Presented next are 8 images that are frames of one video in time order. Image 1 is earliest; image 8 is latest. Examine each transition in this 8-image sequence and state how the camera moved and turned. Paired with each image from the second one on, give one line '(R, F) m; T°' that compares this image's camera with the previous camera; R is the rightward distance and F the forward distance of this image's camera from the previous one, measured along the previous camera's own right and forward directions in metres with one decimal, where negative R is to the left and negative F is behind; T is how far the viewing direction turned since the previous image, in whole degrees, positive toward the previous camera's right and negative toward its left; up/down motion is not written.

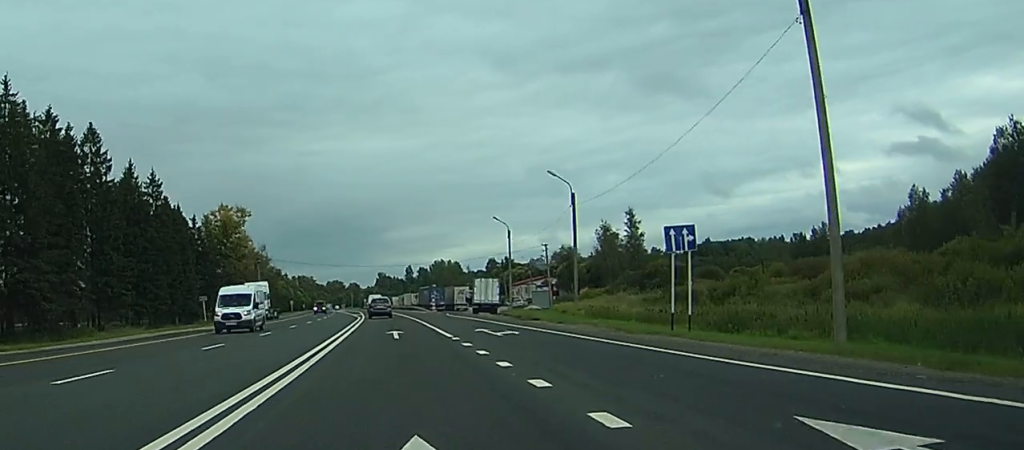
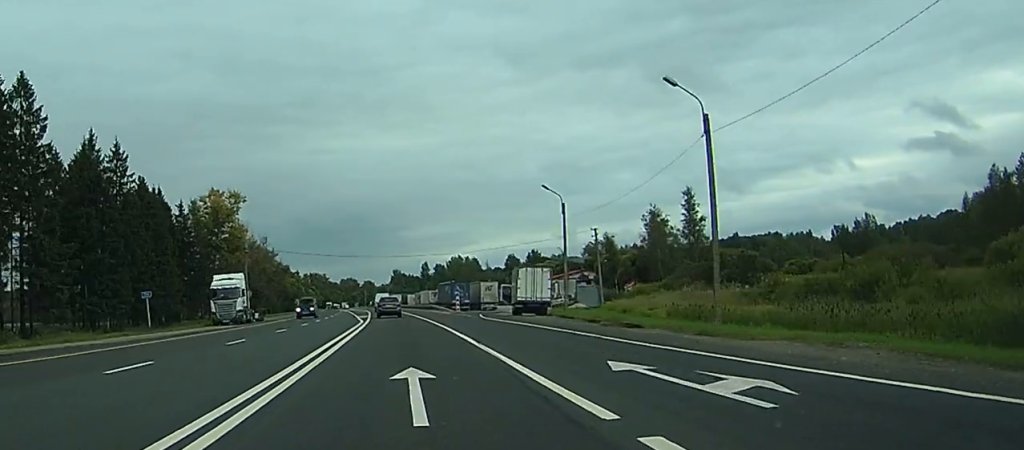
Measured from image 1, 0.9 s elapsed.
(-0.2, +21.7) m; -1°
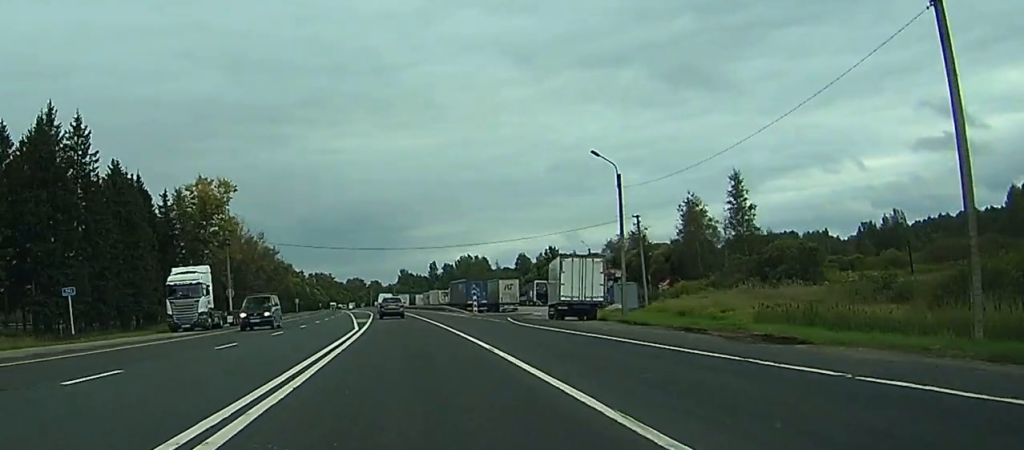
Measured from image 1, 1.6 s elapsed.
(-0.1, +14.7) m; -1°
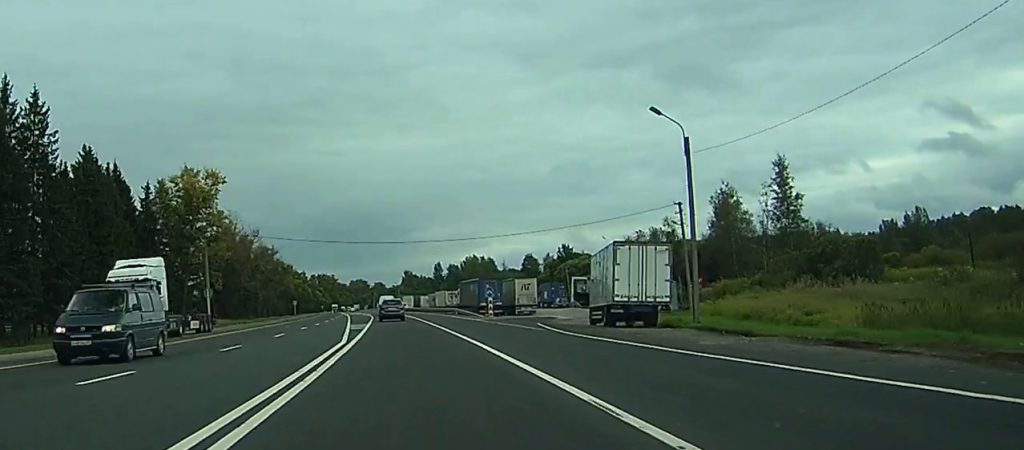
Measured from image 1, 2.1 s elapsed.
(-0.1, +11.6) m; -1°
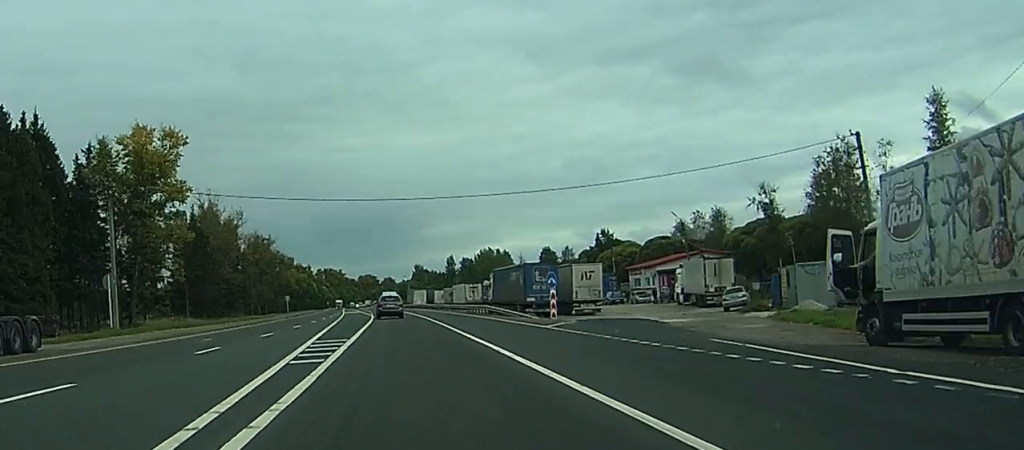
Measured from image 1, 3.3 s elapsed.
(-0.2, +27.5) m; -1°
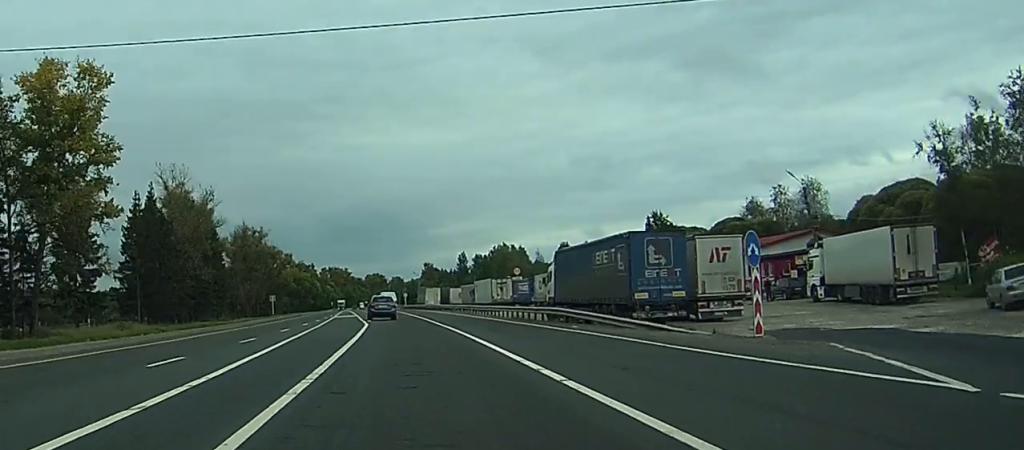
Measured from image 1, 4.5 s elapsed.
(-0.2, +28.0) m; -1°
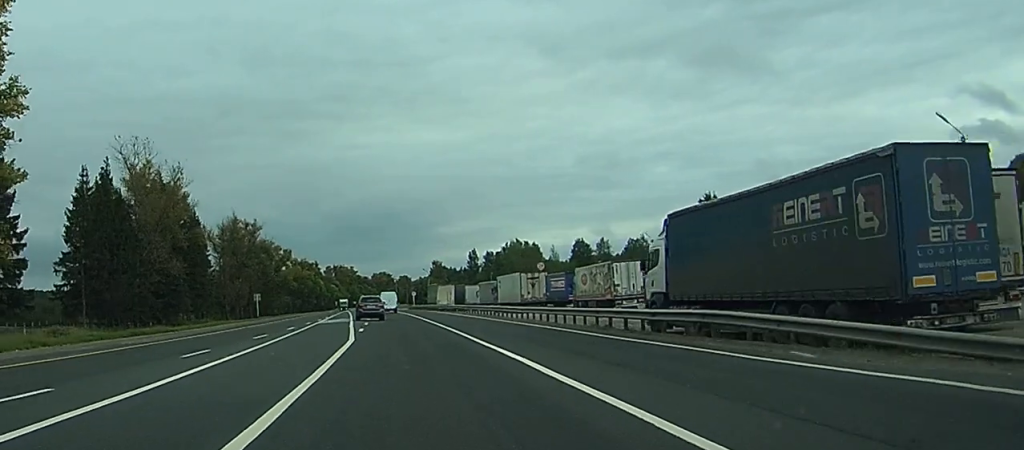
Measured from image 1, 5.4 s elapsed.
(0.0, +20.3) m; -1°
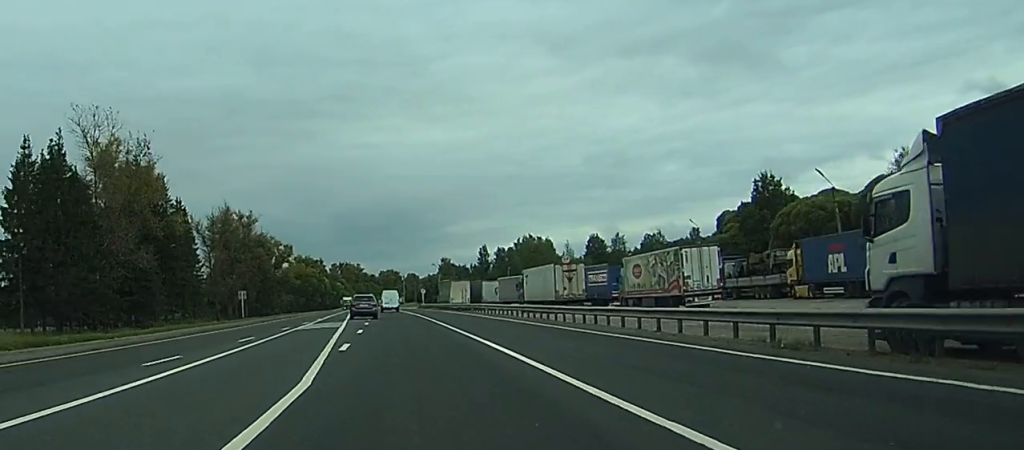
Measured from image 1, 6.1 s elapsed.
(-0.1, +15.7) m; 0°
